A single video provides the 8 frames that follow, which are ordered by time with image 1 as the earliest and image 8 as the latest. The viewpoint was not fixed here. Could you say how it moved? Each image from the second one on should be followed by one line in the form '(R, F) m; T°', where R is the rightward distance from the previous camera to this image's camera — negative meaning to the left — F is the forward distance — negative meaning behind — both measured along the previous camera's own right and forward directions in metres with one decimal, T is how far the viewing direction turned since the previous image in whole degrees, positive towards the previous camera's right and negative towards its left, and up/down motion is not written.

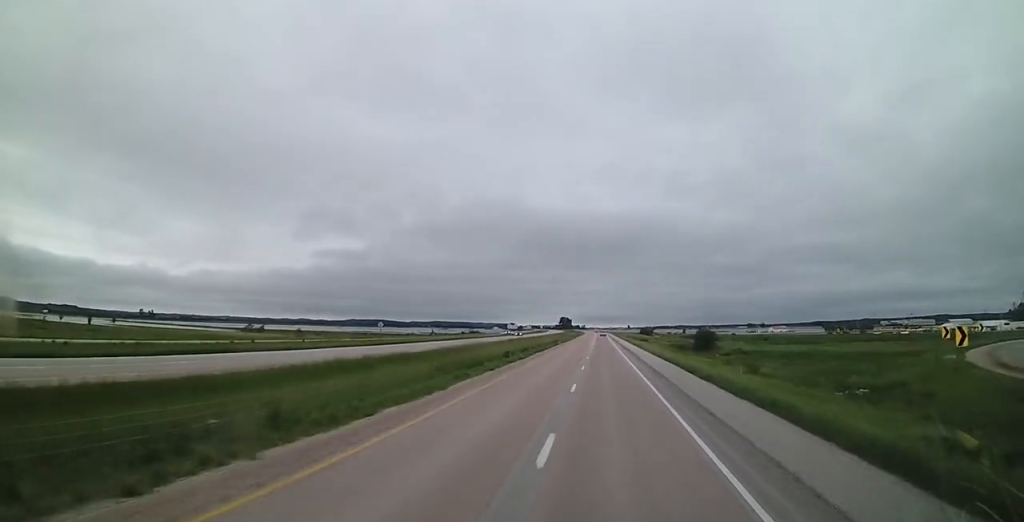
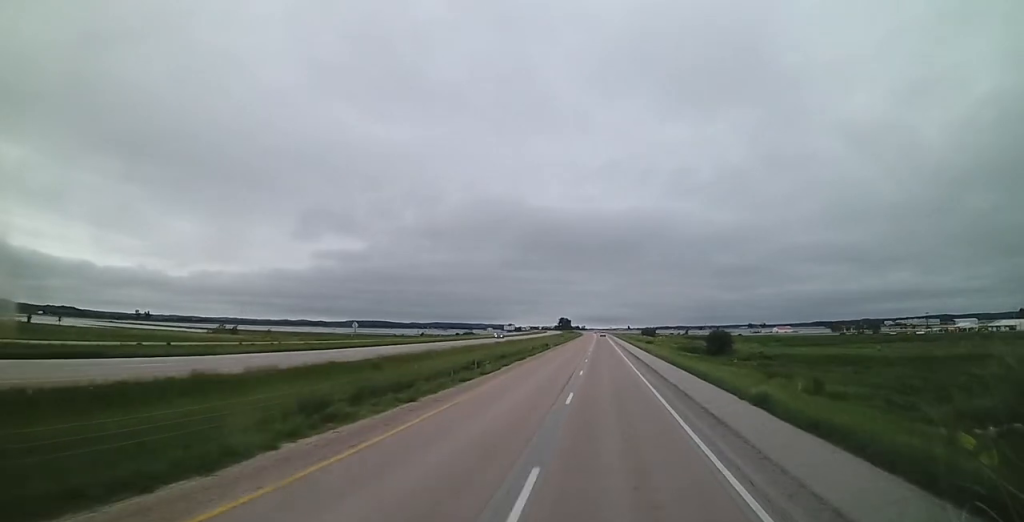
(-0.2, +15.5) m; 0°
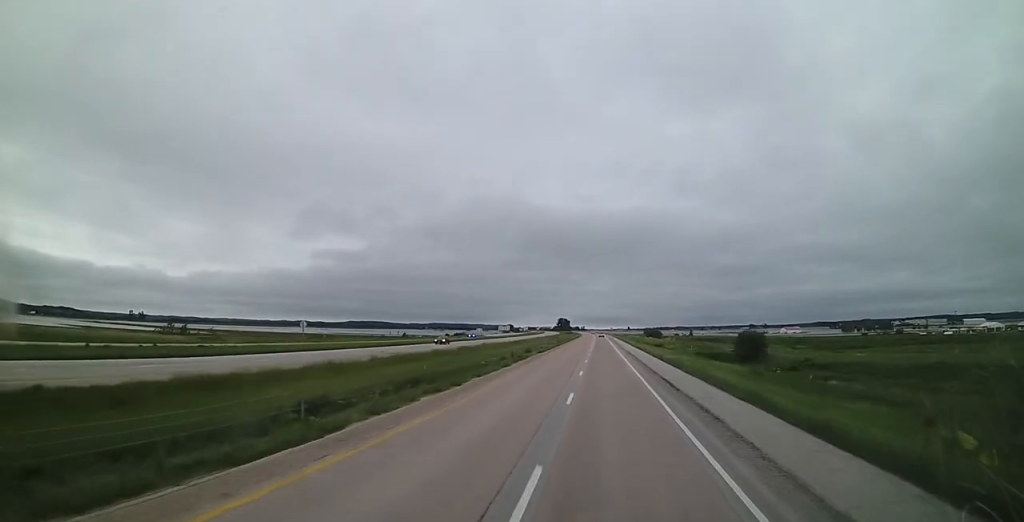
(-0.1, +24.2) m; 0°
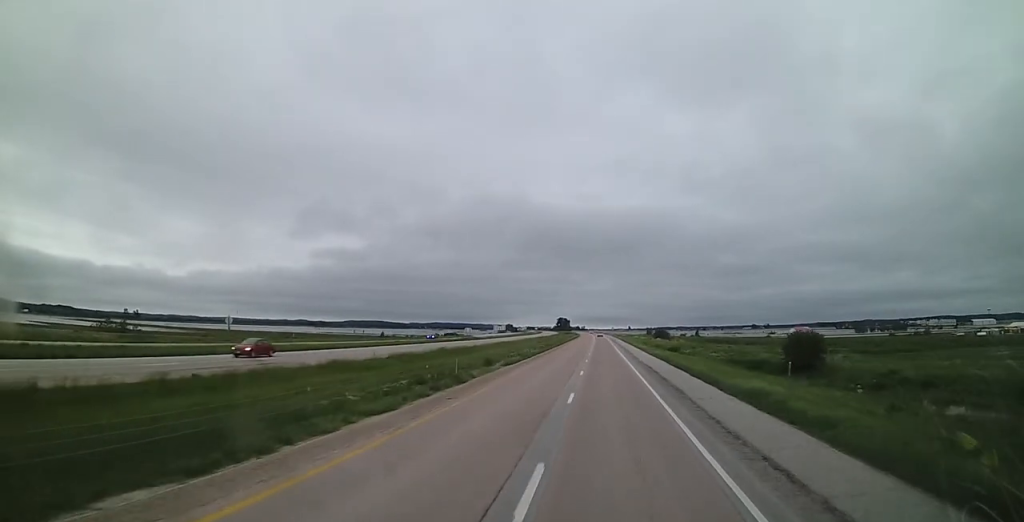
(0.0, +24.2) m; 0°
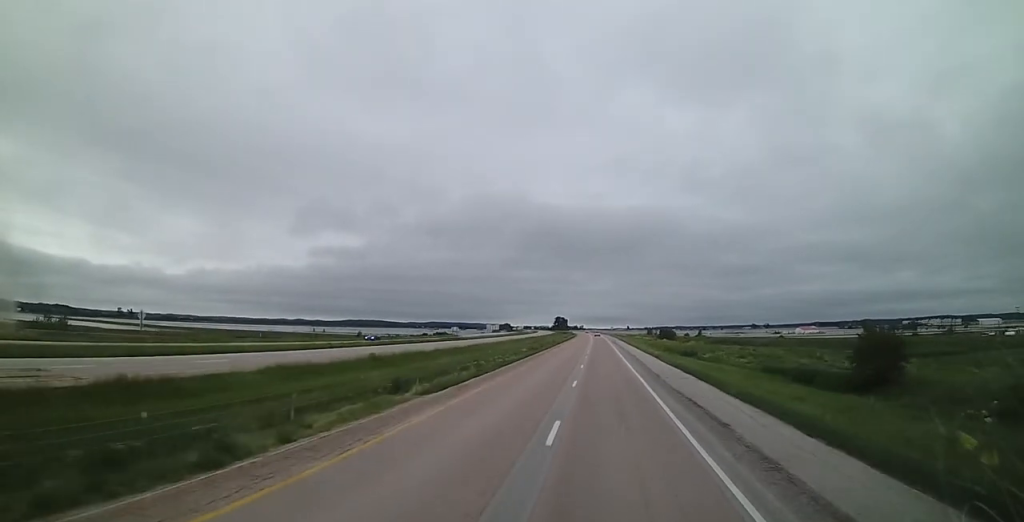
(0.0, +19.3) m; +1°
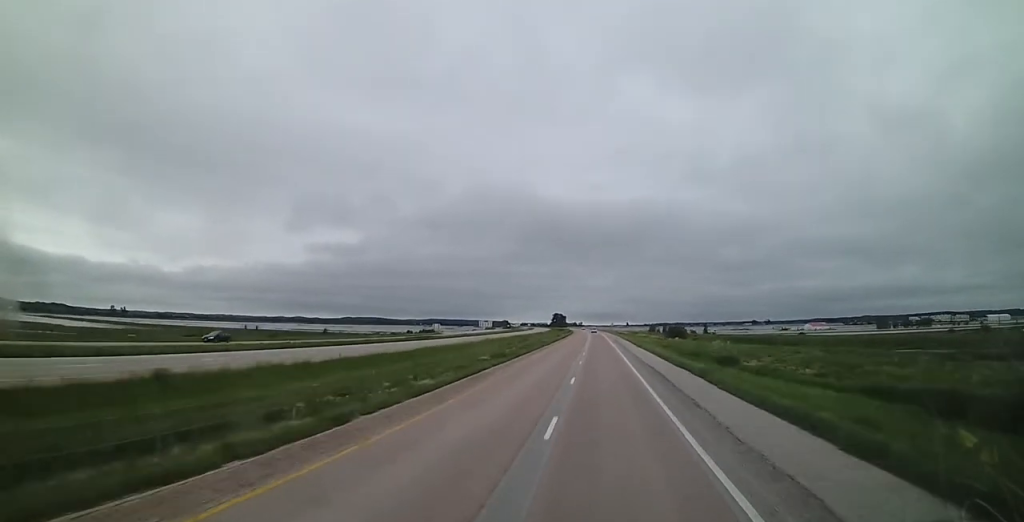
(+0.3, +24.1) m; 0°
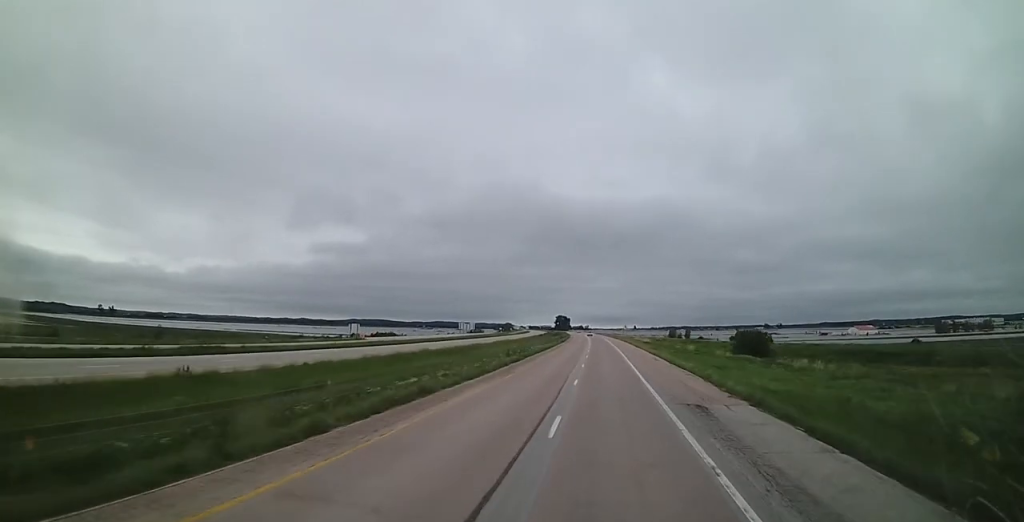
(-0.1, +72.4) m; 0°
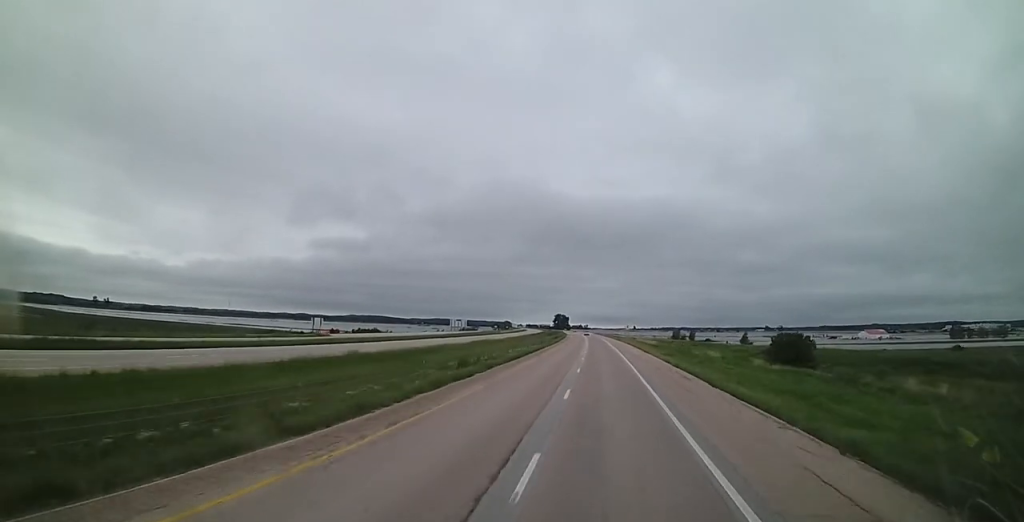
(-0.1, +17.5) m; 0°
